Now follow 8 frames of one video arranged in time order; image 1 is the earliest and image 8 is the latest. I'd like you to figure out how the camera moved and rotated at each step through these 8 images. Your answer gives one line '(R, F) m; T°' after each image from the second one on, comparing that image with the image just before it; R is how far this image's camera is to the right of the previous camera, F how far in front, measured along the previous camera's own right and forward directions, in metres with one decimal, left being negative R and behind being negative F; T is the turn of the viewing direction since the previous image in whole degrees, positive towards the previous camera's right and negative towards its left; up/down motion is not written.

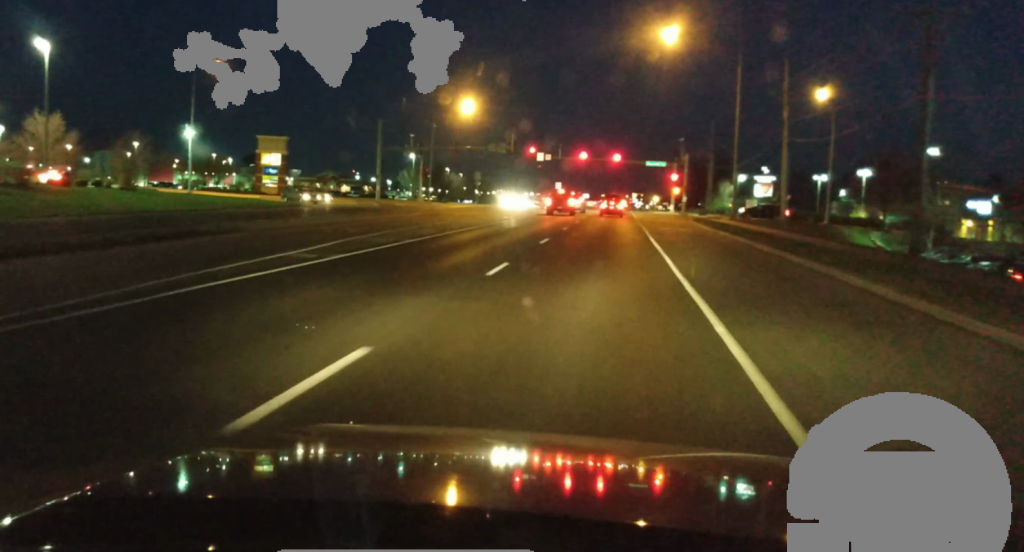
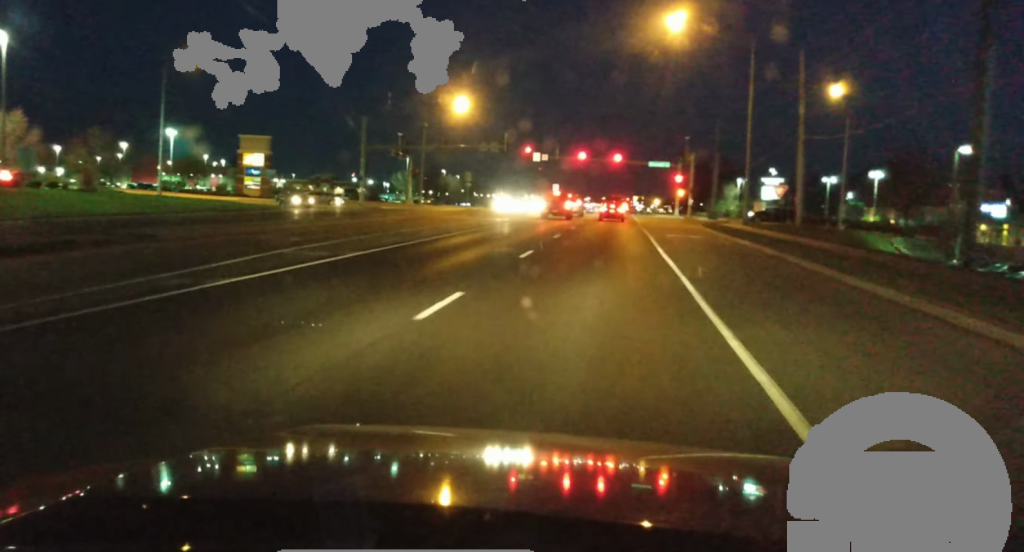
(0.0, +6.8) m; 0°
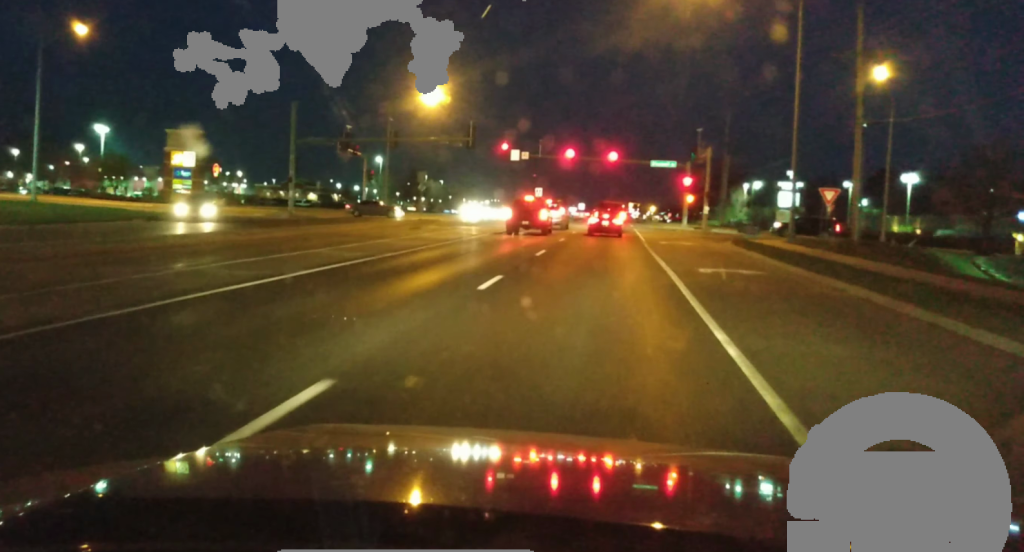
(0.0, +20.1) m; 0°
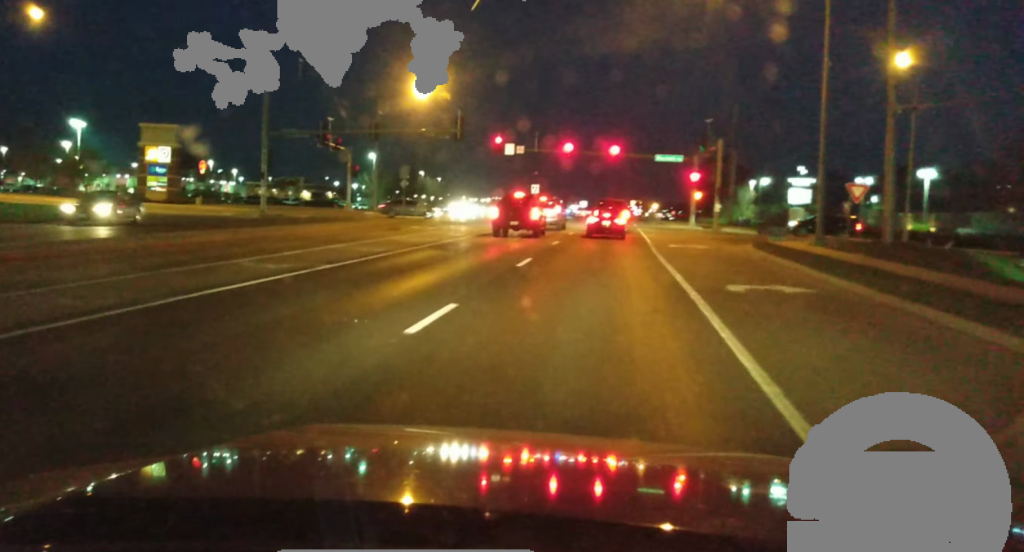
(0.0, +6.4) m; -1°
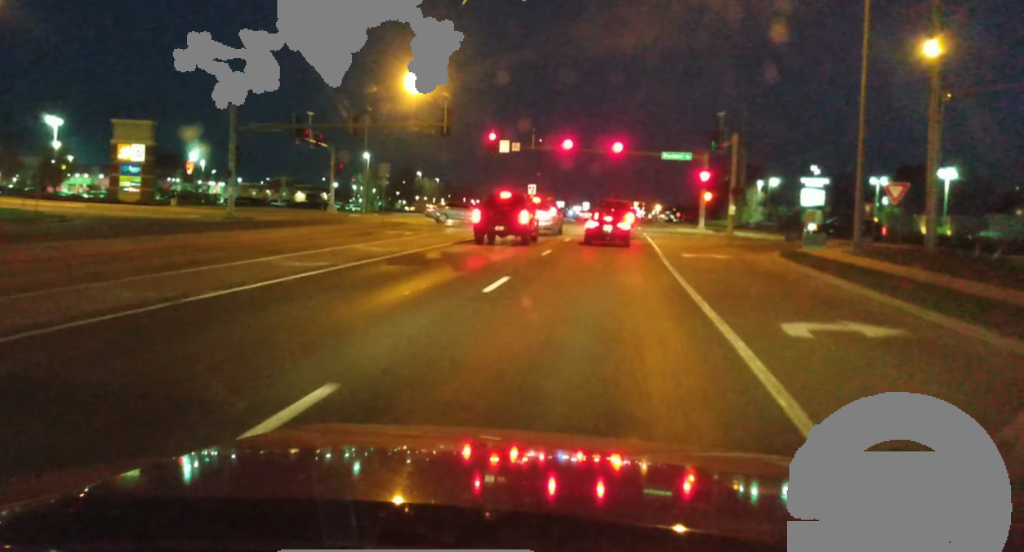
(-0.1, +6.7) m; 0°
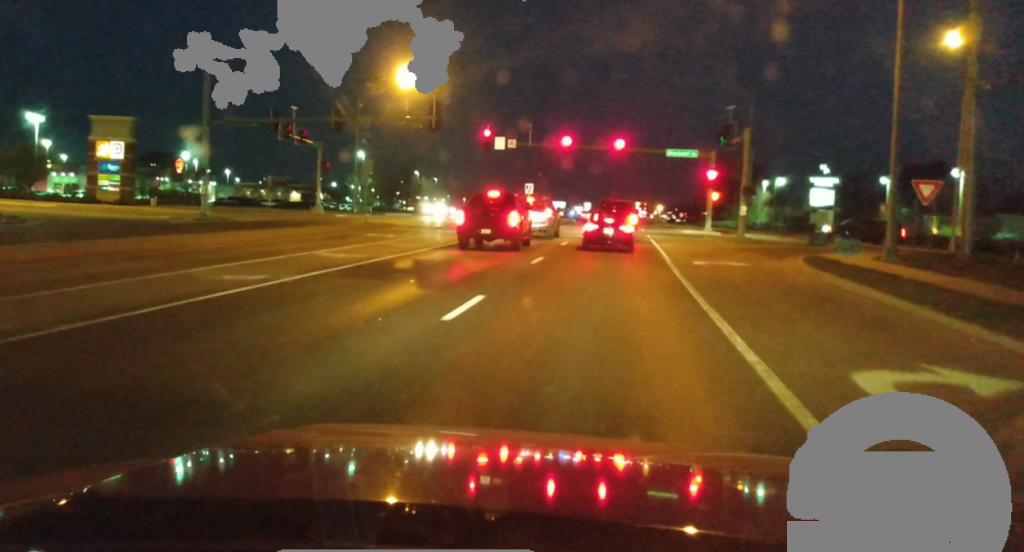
(-0.1, +4.8) m; 0°
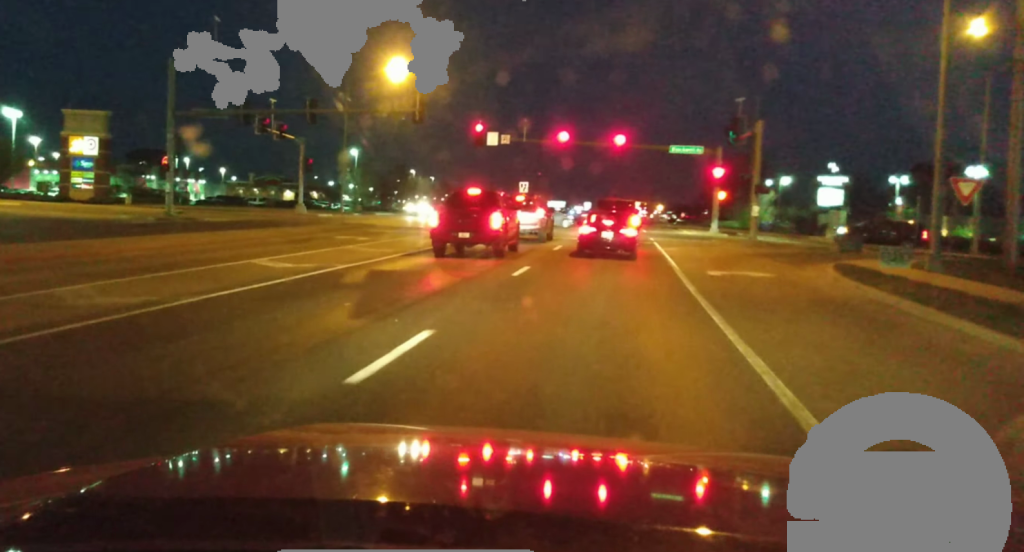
(+0.1, +4.3) m; +2°
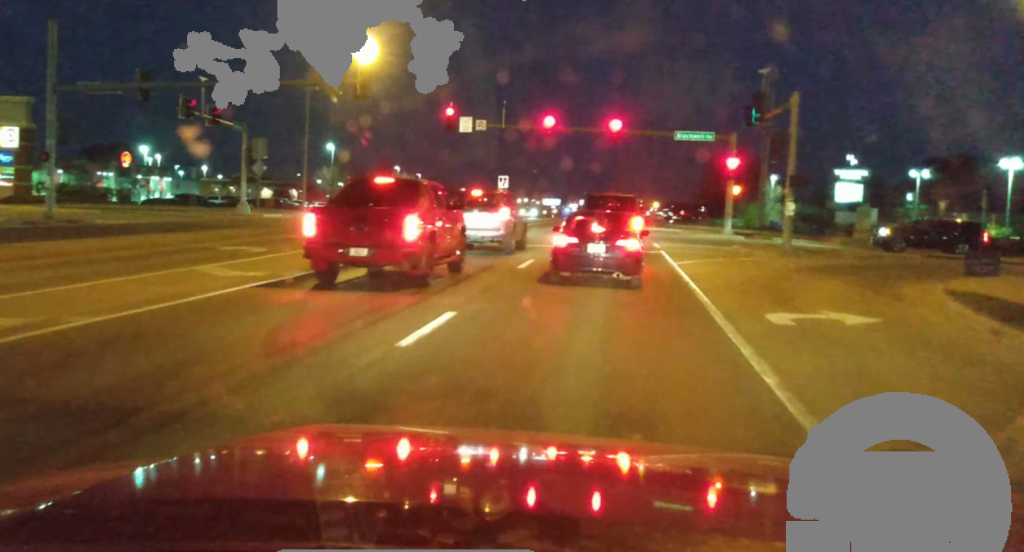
(+0.6, +10.7) m; +5°
